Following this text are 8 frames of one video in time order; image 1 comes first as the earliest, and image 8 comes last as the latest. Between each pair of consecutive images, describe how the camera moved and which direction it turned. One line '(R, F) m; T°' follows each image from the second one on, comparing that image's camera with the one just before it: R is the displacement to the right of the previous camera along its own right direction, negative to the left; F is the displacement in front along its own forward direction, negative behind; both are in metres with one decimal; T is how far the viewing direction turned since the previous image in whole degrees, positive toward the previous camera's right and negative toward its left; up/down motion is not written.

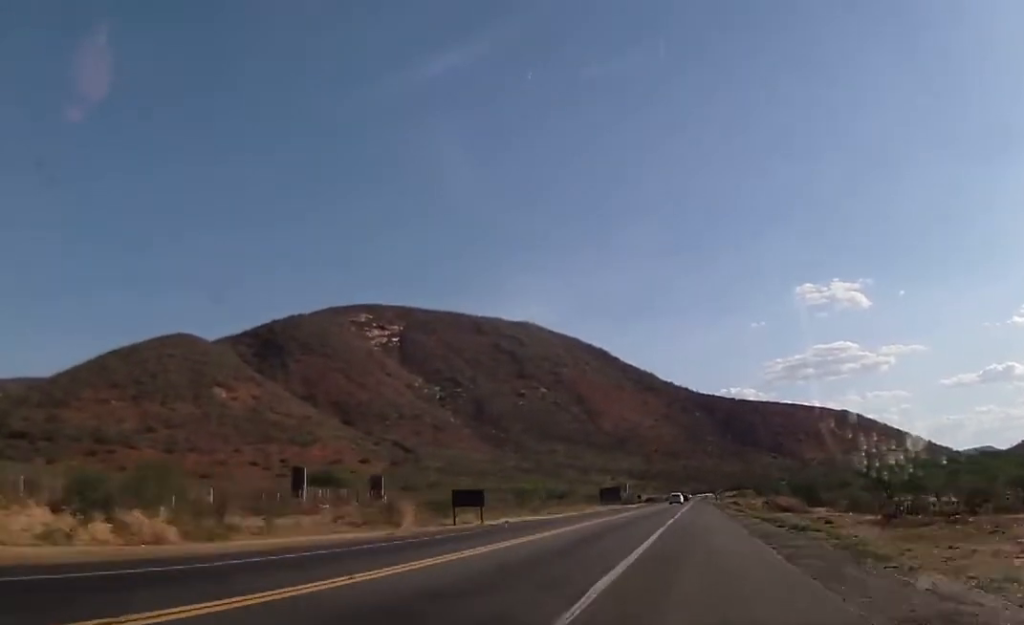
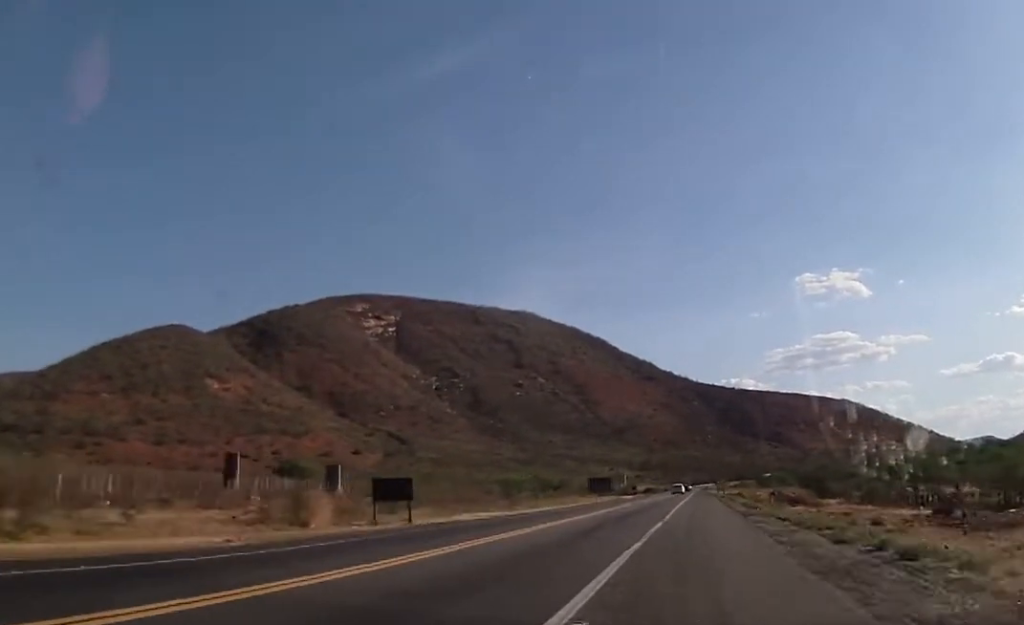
(-0.3, +12.7) m; 0°
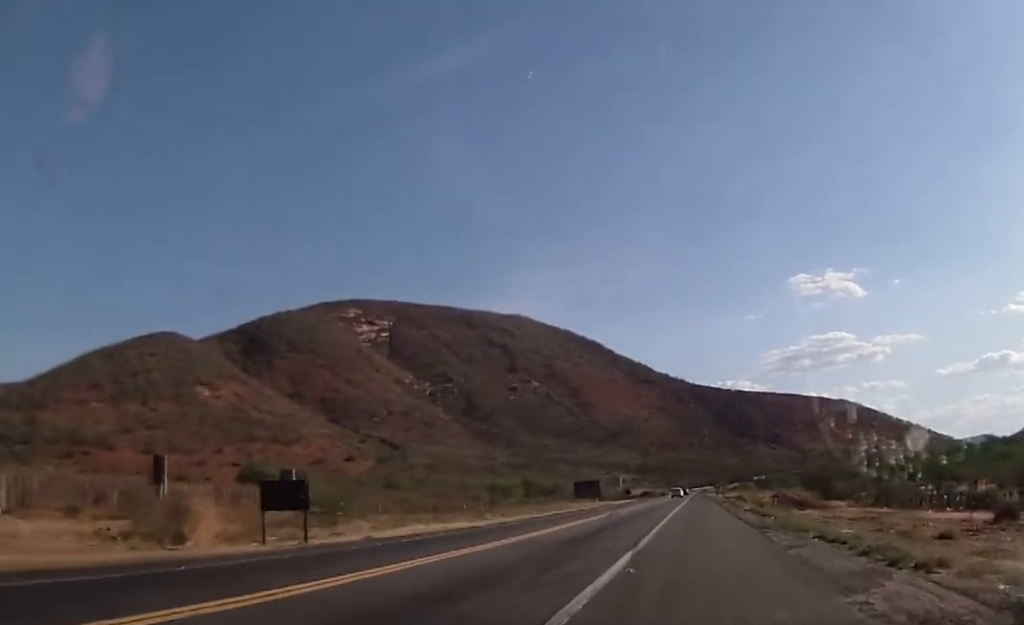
(-0.2, +10.0) m; 0°
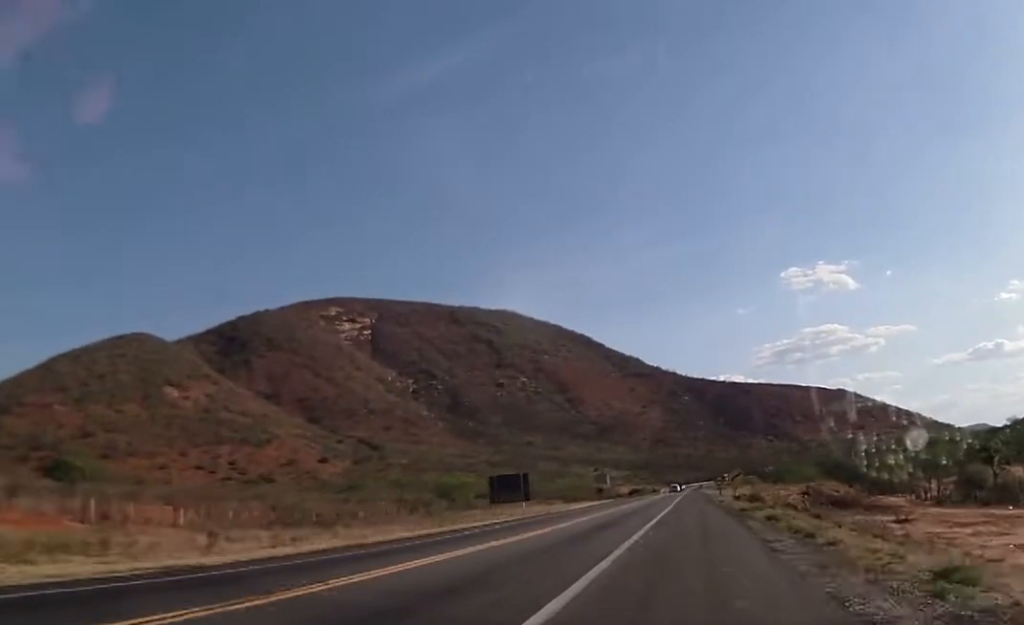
(0.0, +39.0) m; 0°
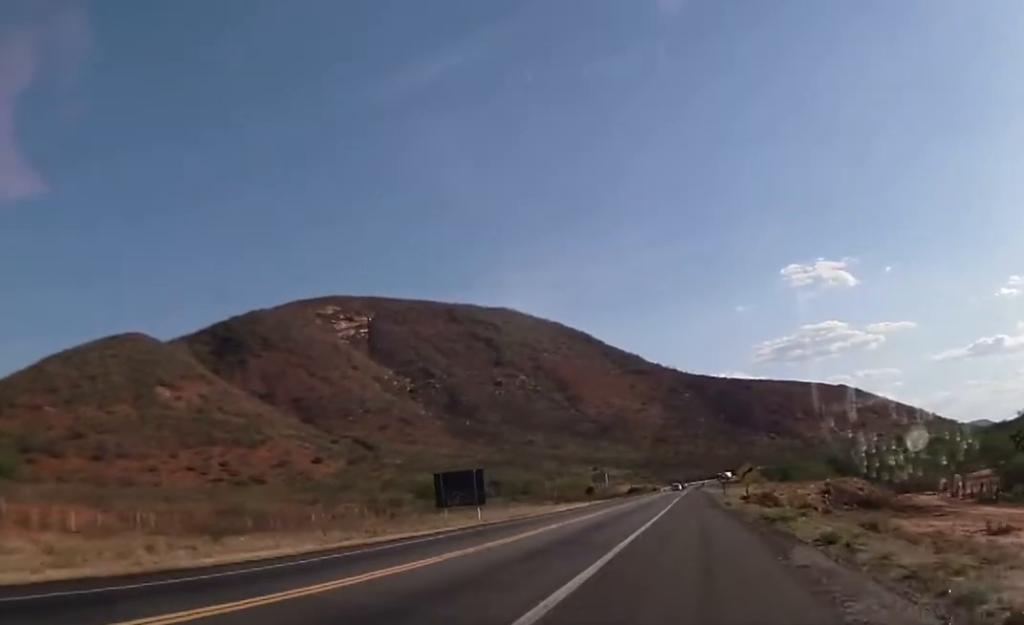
(+0.2, +12.7) m; +1°
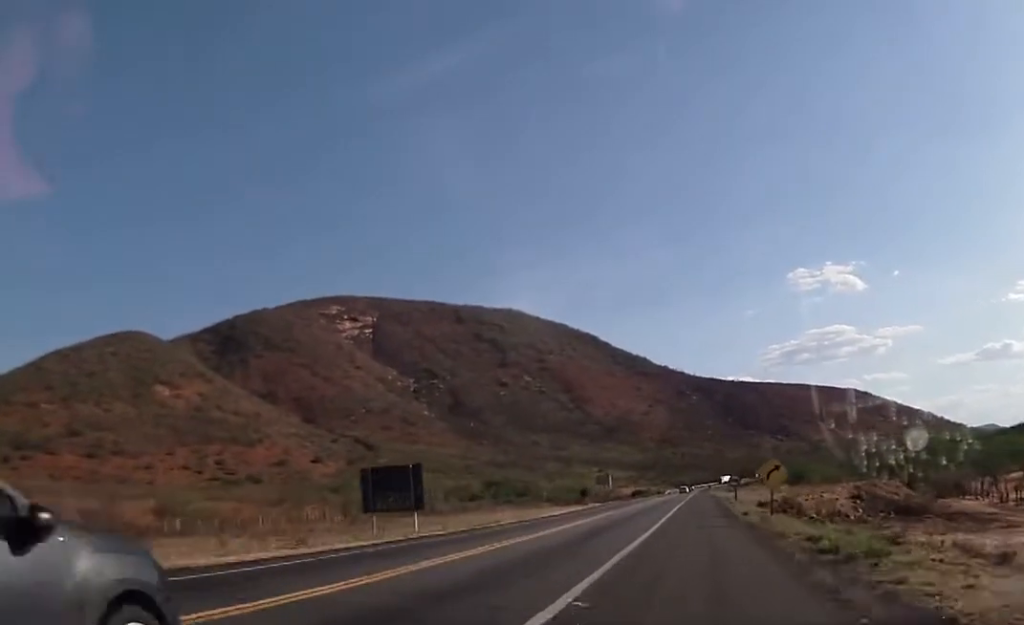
(-0.1, +11.9) m; -1°
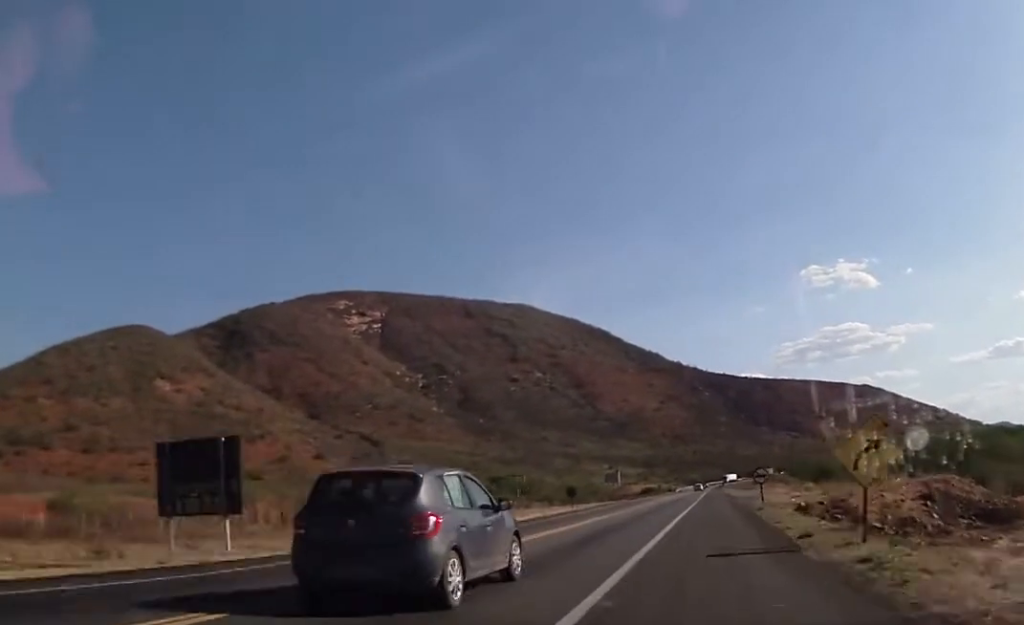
(-0.2, +16.1) m; -1°
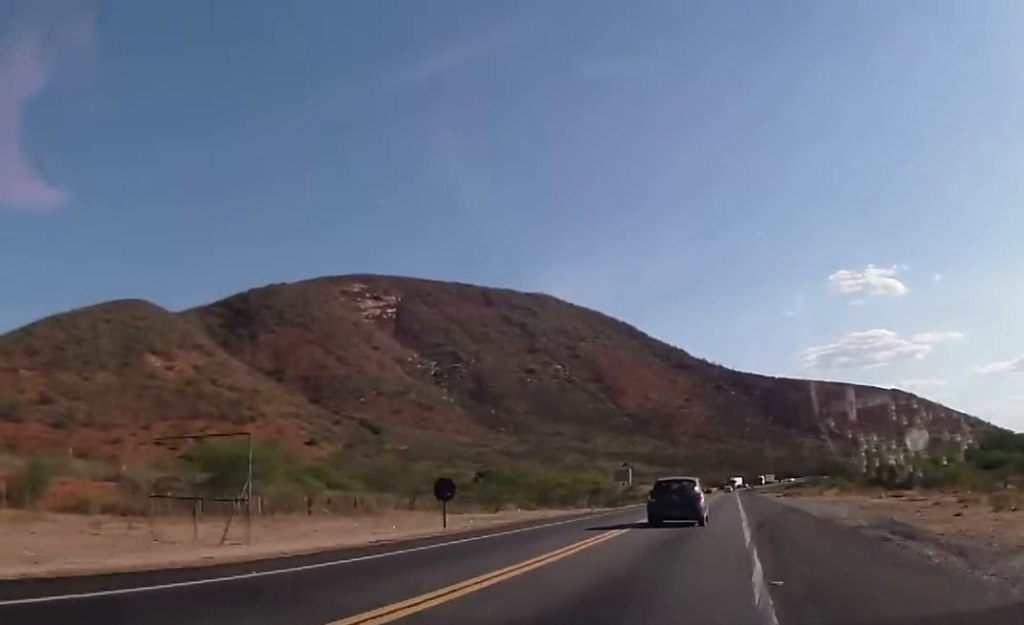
(-0.3, +44.9) m; 0°
